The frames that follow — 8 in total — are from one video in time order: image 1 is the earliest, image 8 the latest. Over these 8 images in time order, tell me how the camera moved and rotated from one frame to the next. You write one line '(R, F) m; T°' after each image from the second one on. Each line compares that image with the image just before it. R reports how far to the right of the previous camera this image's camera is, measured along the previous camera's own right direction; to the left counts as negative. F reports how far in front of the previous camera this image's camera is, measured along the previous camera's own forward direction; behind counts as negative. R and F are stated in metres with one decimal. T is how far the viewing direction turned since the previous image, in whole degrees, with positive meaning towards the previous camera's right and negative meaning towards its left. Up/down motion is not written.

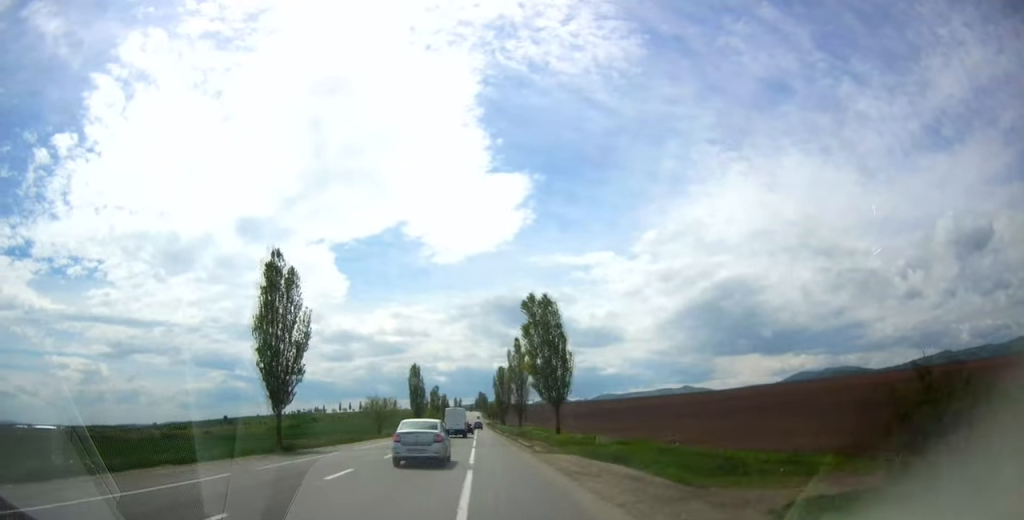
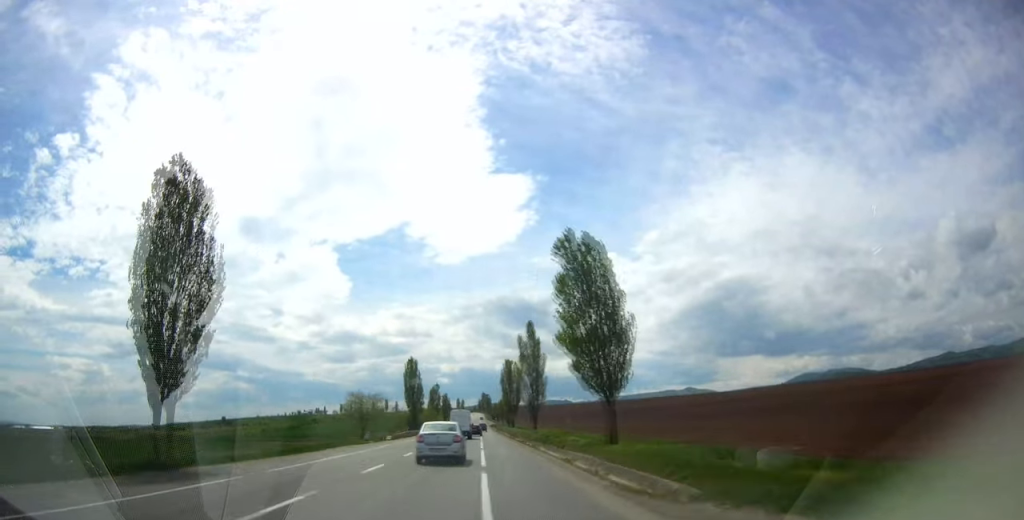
(0.0, +14.7) m; 0°
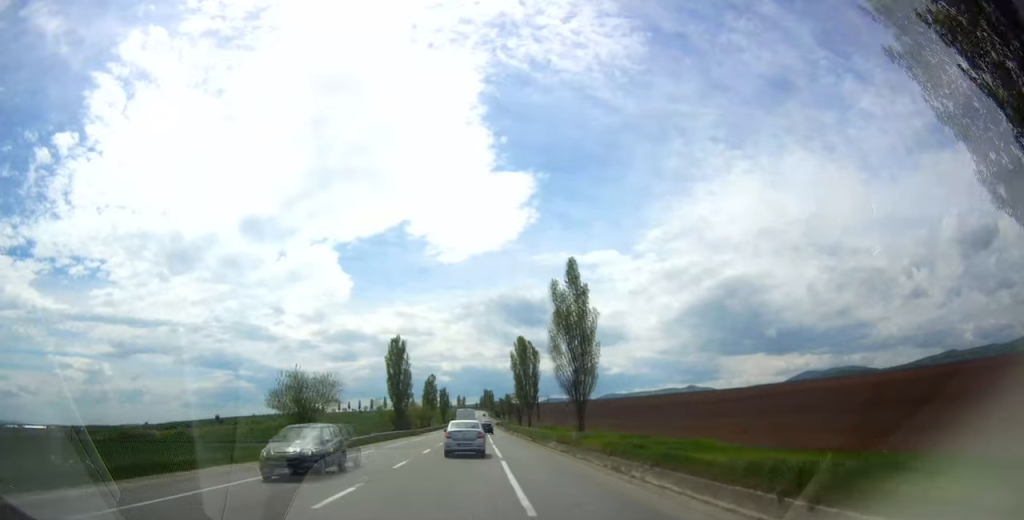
(0.0, +25.7) m; 0°
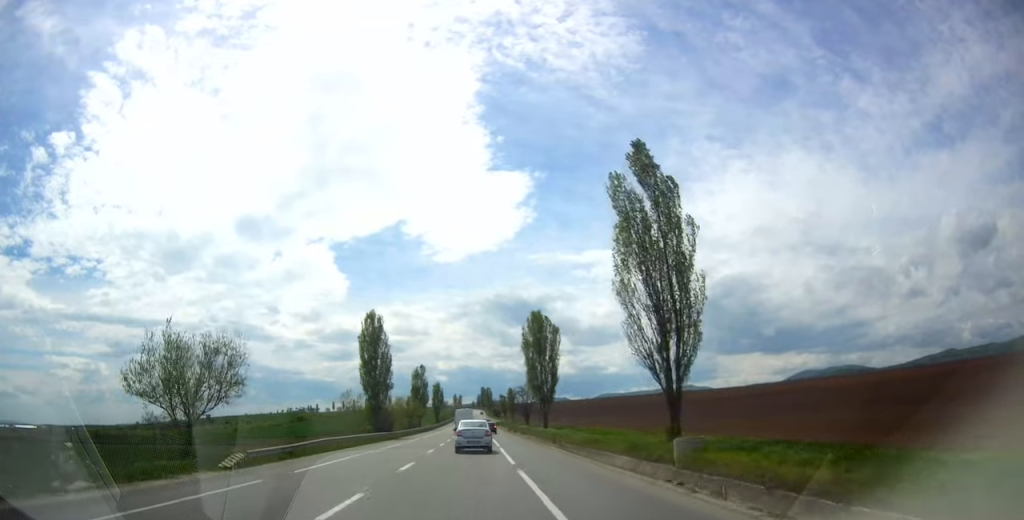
(+0.1, +19.6) m; -1°
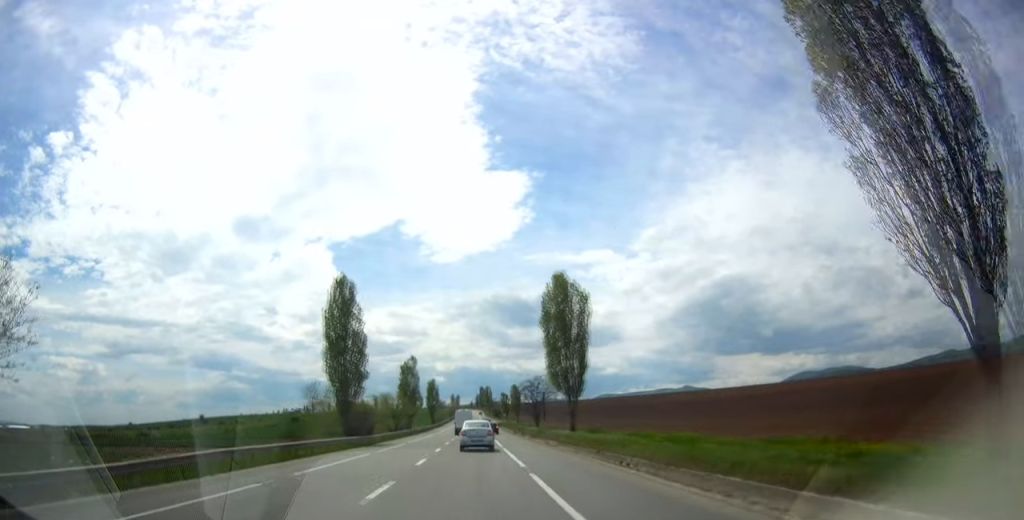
(-0.3, +16.4) m; 0°
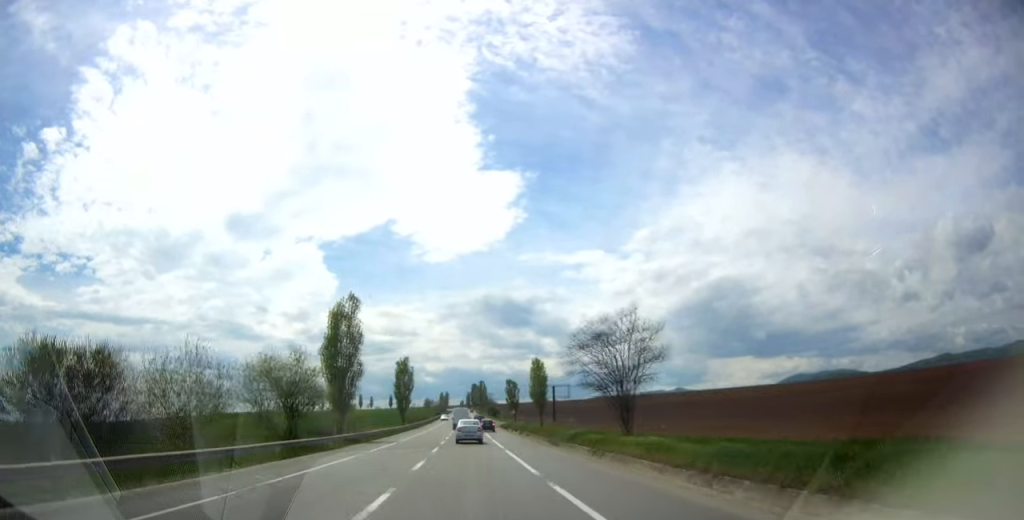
(+0.2, +47.7) m; 0°
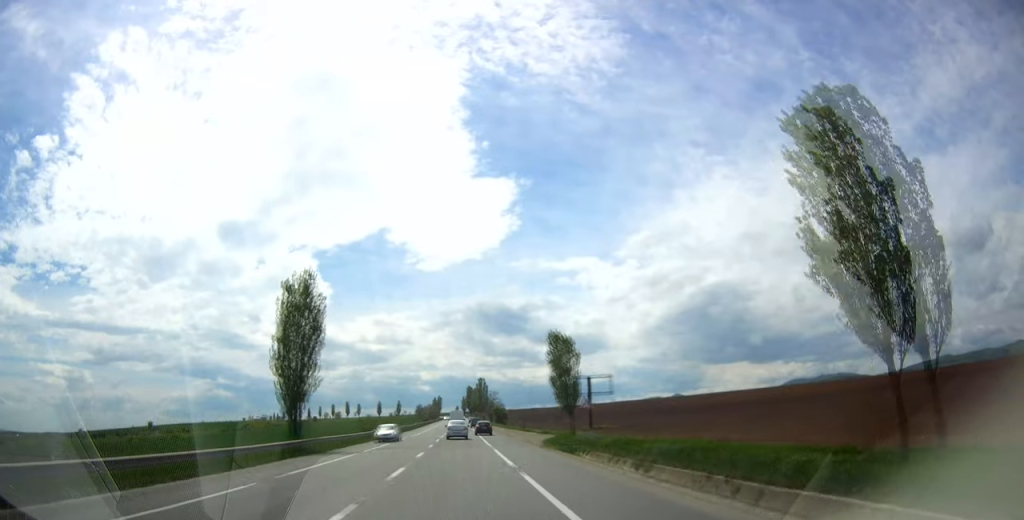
(+0.6, +56.9) m; +1°
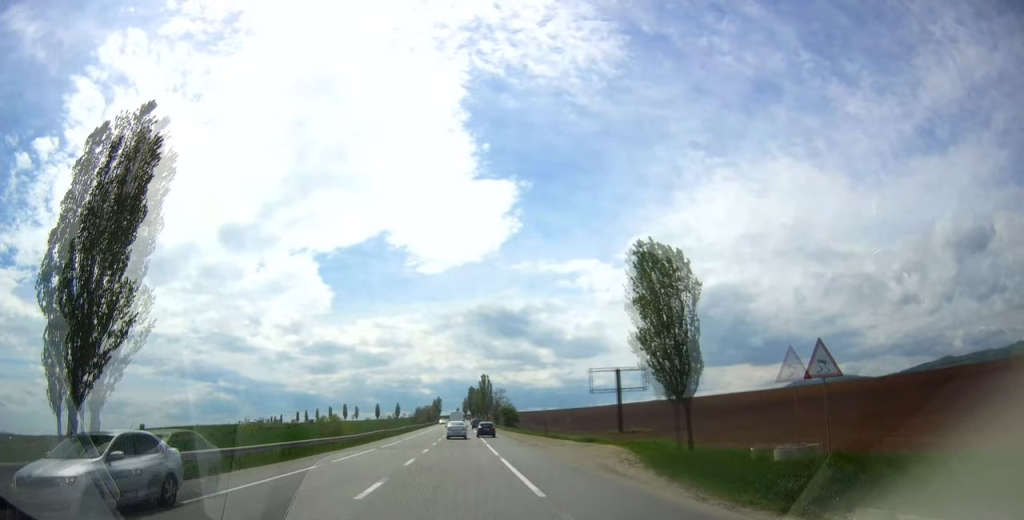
(0.0, +22.2) m; 0°
